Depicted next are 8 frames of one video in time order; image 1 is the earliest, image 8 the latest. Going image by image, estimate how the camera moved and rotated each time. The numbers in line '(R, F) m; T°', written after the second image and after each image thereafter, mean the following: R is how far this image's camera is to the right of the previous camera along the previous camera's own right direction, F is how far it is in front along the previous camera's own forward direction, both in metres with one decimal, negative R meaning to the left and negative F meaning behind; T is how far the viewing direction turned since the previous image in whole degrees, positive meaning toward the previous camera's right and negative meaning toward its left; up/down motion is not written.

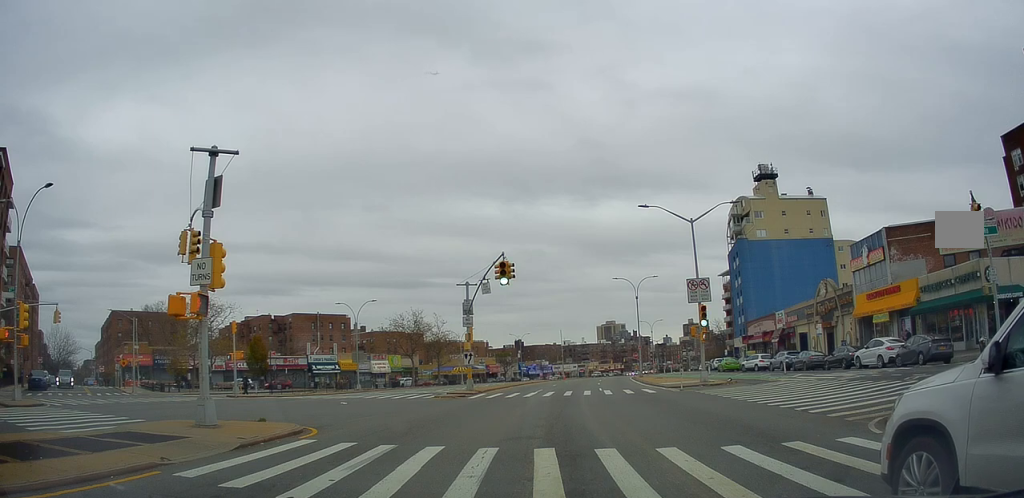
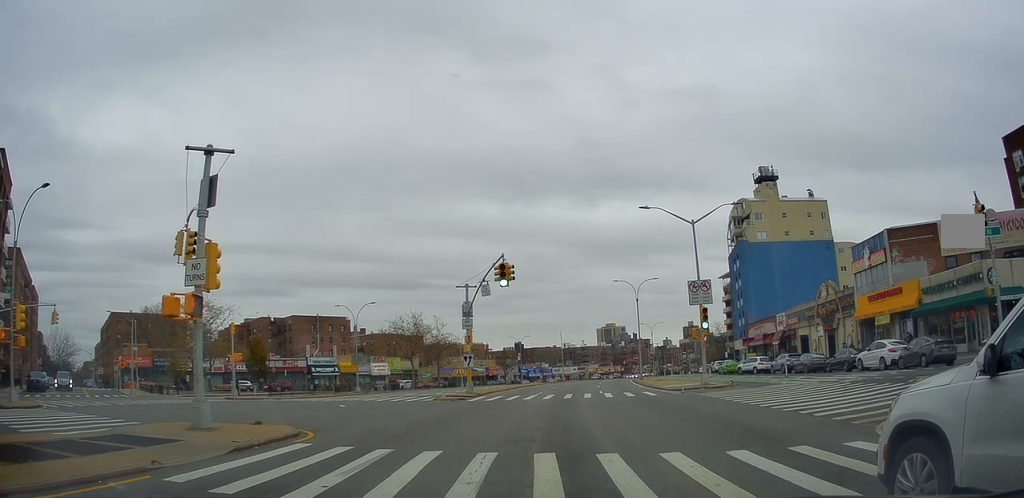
(0.0, 0.0) m; 0°
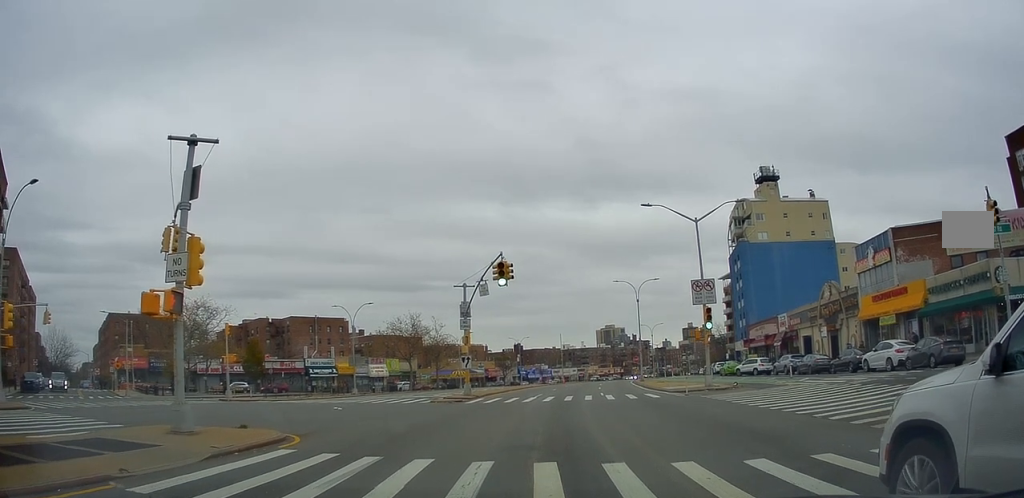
(0.0, 0.0) m; 0°
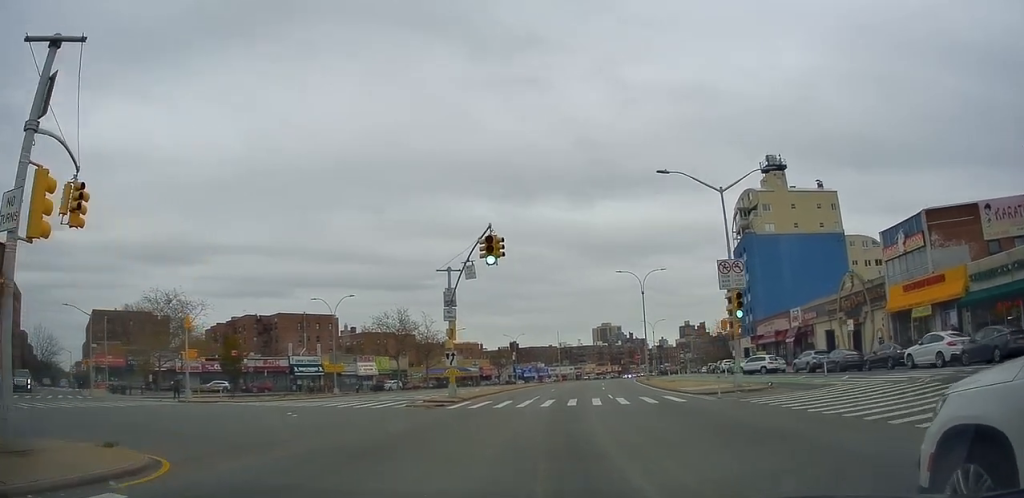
(+0.2, +0.4) m; 0°
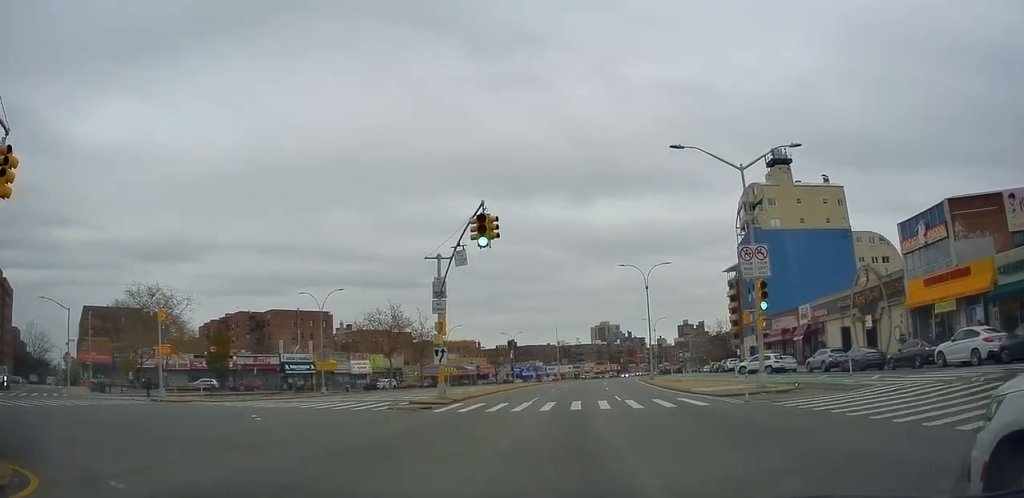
(+0.2, +1.0) m; 0°
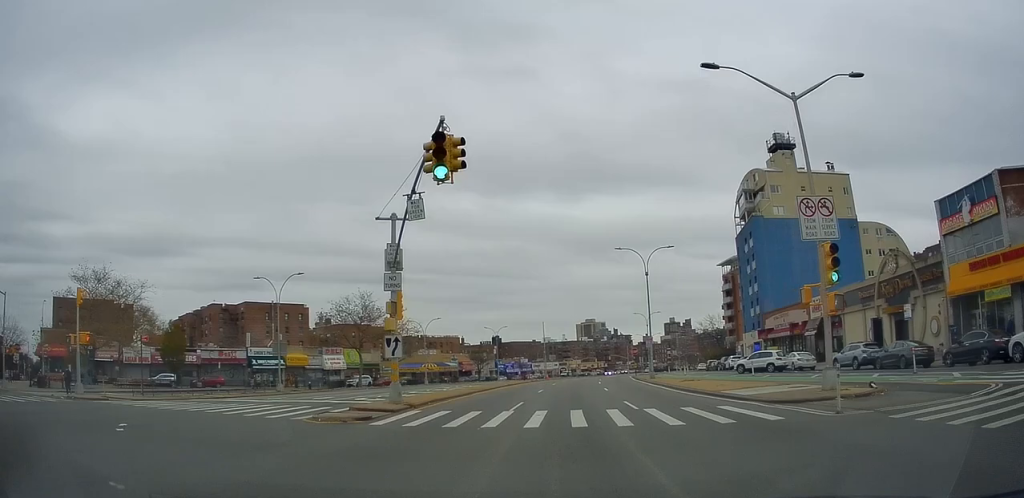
(+0.1, +2.7) m; -2°
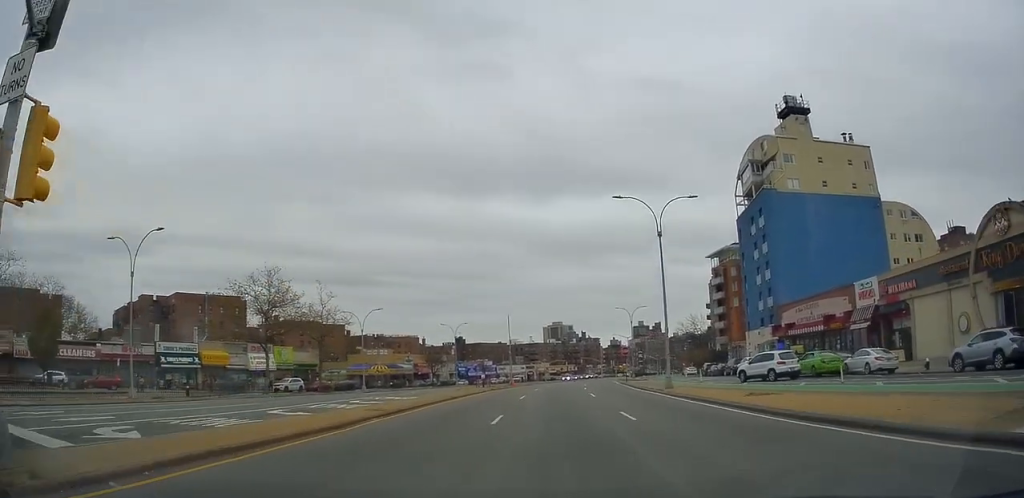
(-0.7, +9.8) m; 0°
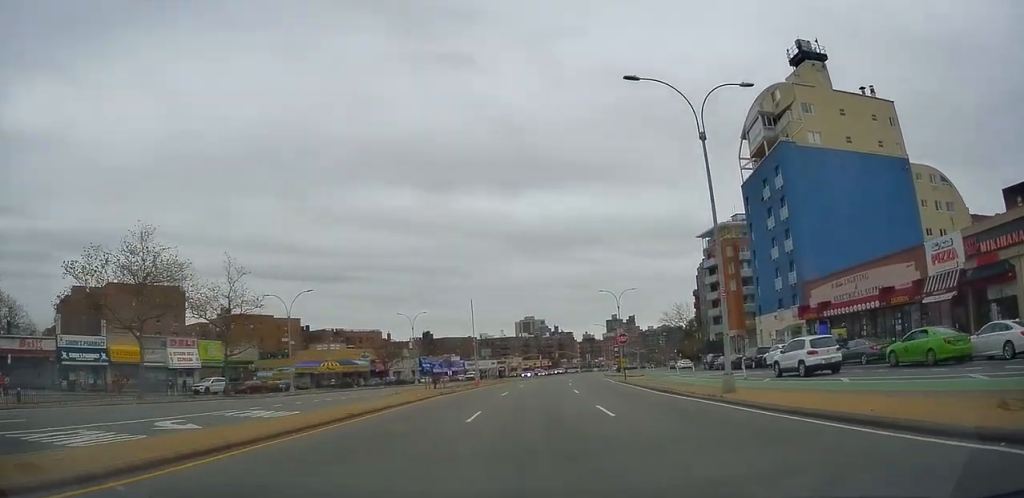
(+0.7, +11.2) m; +4°
